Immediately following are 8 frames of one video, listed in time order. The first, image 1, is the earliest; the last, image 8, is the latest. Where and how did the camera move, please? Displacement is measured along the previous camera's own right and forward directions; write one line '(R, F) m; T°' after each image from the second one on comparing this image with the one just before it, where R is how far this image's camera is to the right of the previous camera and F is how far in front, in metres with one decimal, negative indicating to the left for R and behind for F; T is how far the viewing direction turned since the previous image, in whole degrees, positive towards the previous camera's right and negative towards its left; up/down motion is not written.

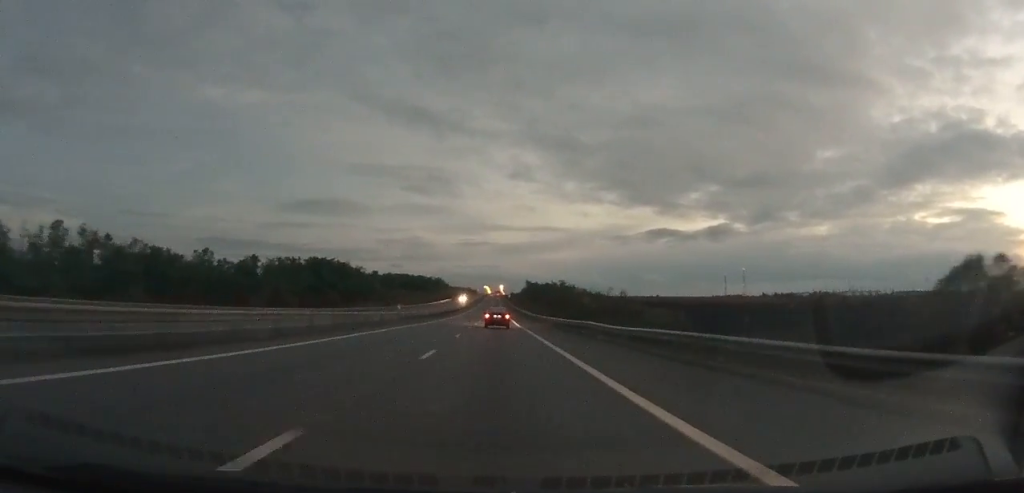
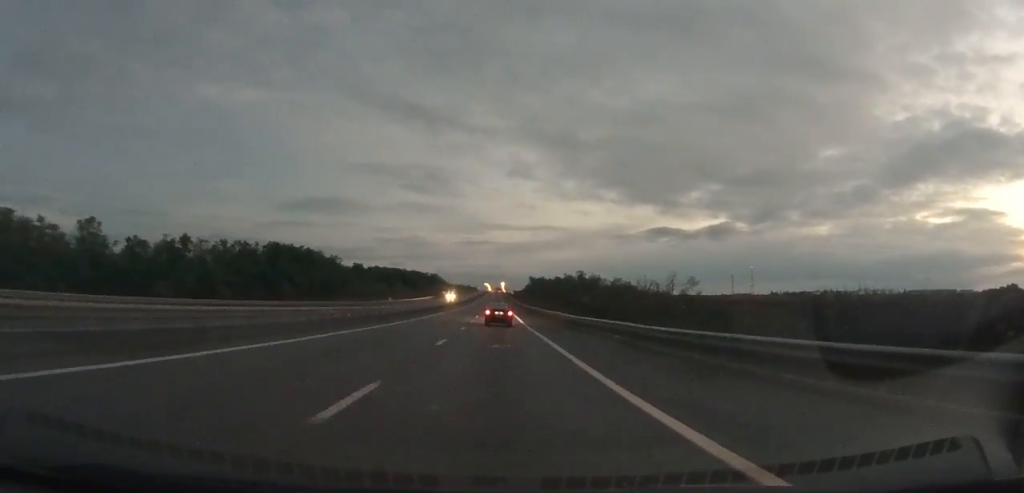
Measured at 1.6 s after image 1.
(0.0, +41.5) m; 0°
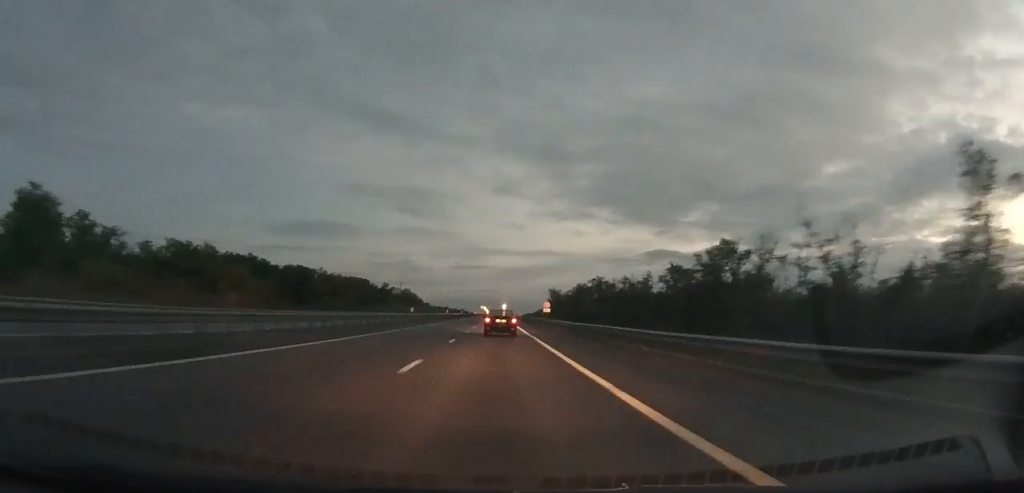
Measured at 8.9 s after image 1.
(-1.2, +188.2) m; 0°
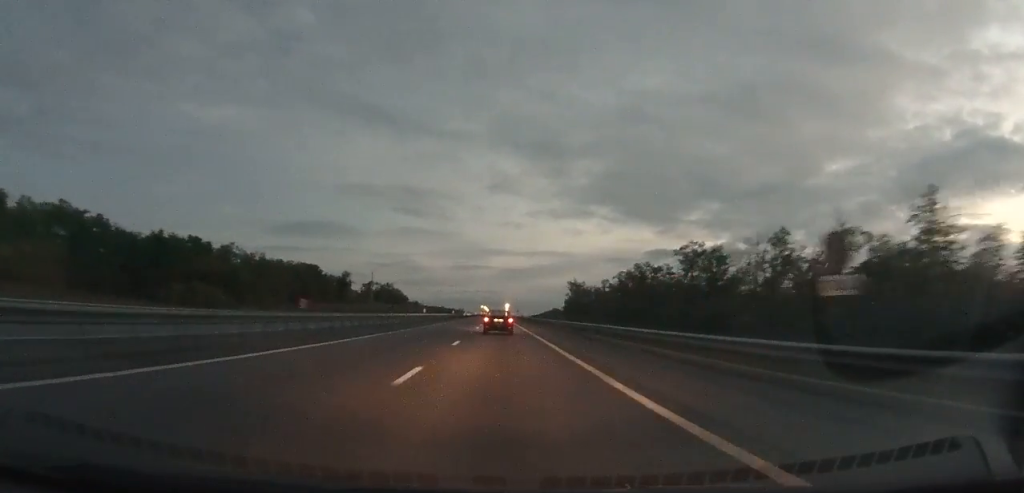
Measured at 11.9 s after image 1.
(+0.1, +75.6) m; 0°
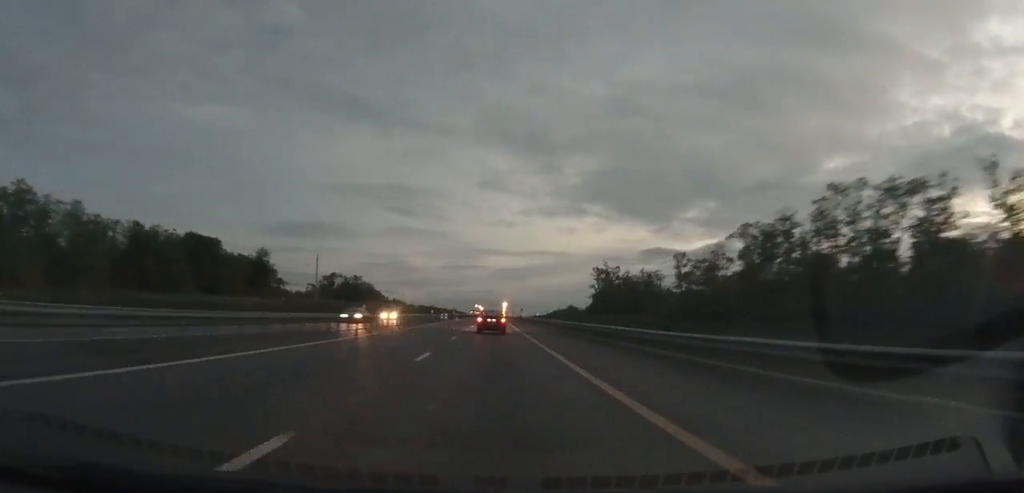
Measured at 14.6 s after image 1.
(+0.1, +70.5) m; 0°
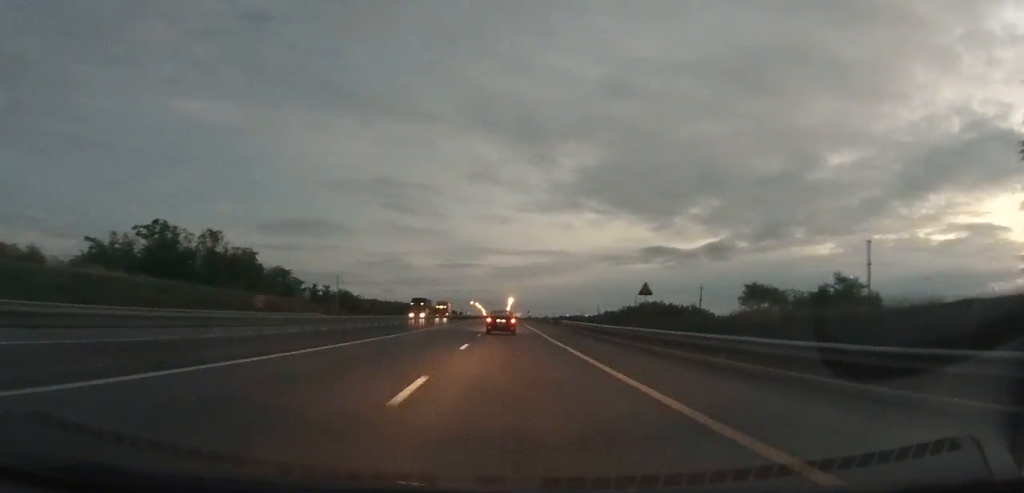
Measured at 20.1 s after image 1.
(-0.4, +146.0) m; 0°
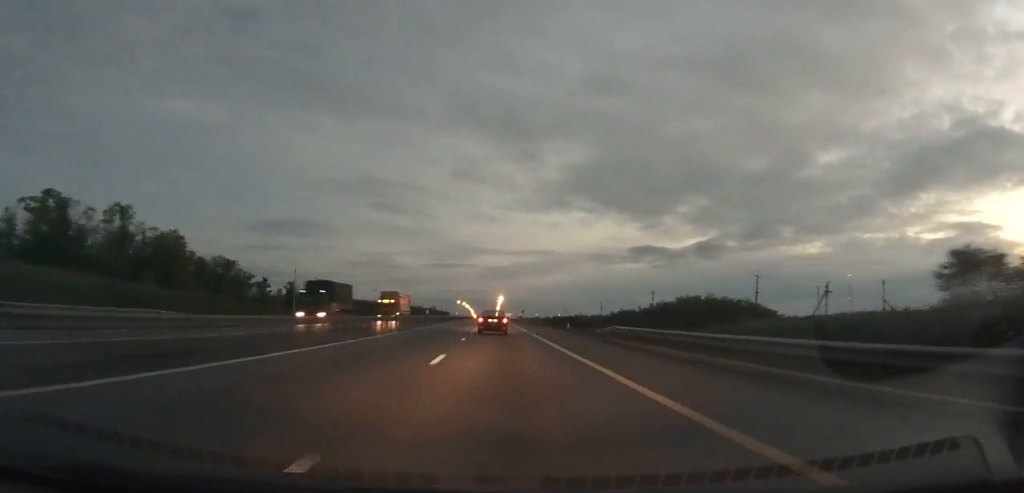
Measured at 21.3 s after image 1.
(+0.3, +31.0) m; 0°
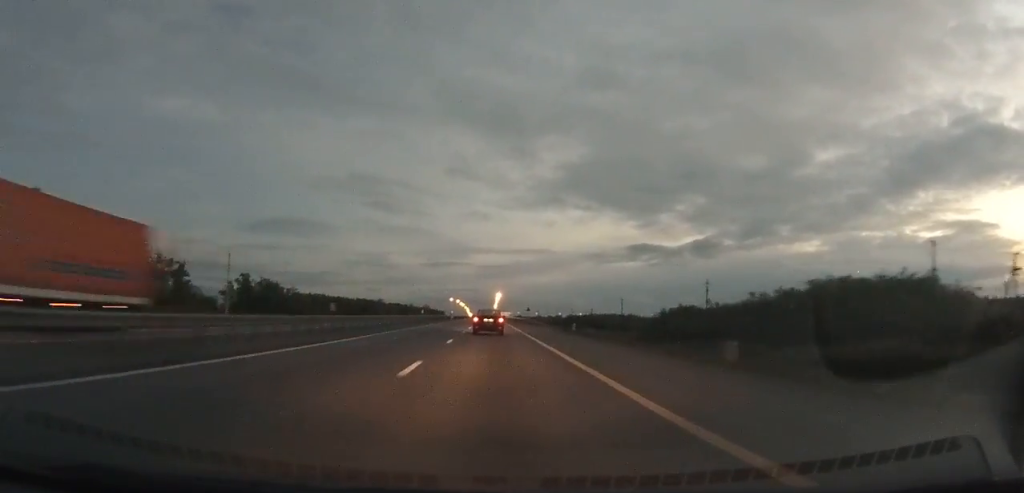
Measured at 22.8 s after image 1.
(+0.2, +38.4) m; 0°
